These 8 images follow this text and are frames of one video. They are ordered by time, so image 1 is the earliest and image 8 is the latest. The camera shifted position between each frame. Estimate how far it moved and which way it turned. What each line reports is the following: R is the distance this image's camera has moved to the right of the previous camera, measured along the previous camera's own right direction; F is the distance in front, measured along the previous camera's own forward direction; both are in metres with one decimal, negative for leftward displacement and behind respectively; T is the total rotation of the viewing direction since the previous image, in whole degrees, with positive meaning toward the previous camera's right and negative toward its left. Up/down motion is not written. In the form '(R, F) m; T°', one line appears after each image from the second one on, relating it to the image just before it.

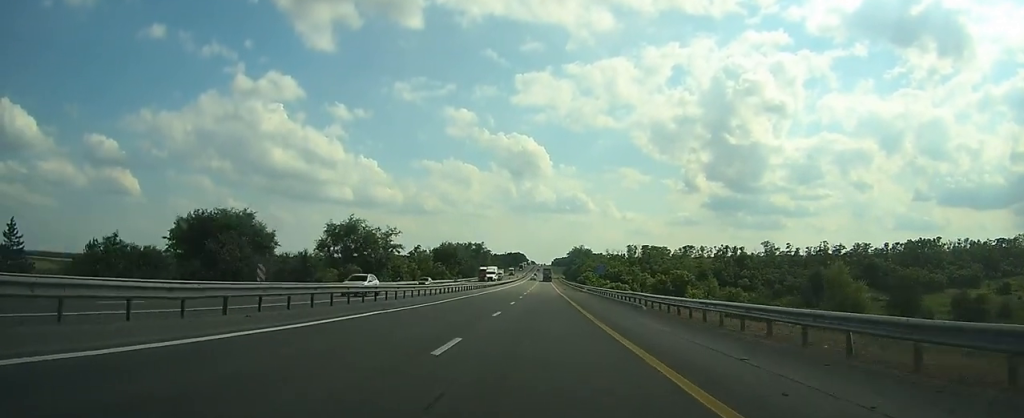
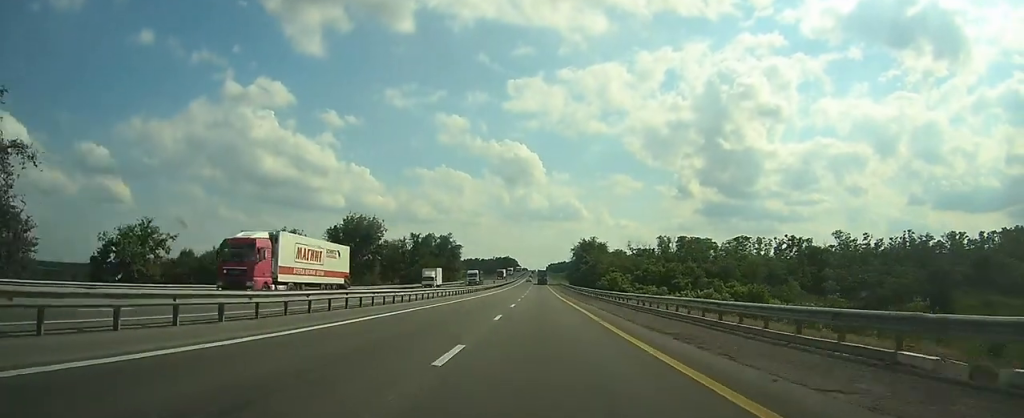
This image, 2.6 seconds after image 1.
(+0.2, +72.7) m; 0°
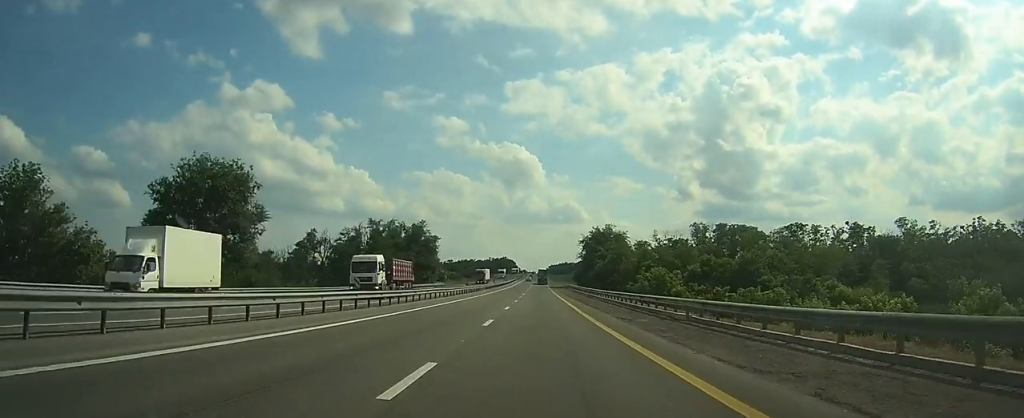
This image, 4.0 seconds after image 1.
(0.0, +38.3) m; 0°
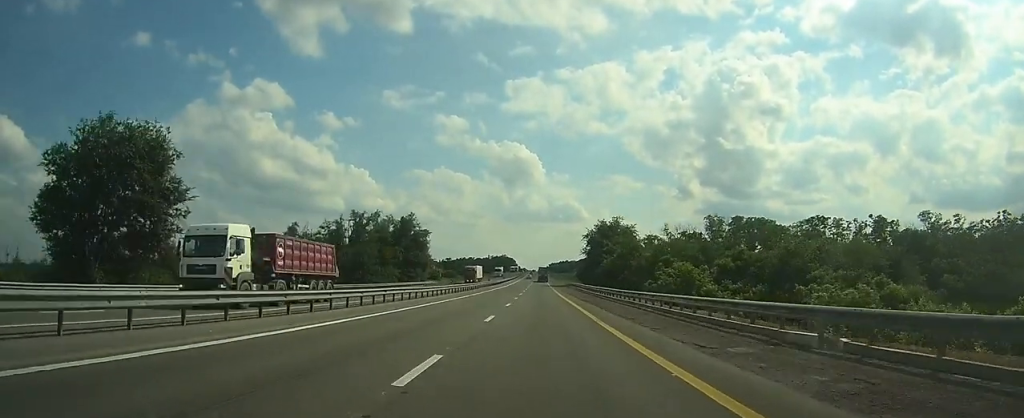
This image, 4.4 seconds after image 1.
(0.0, +11.2) m; 0°
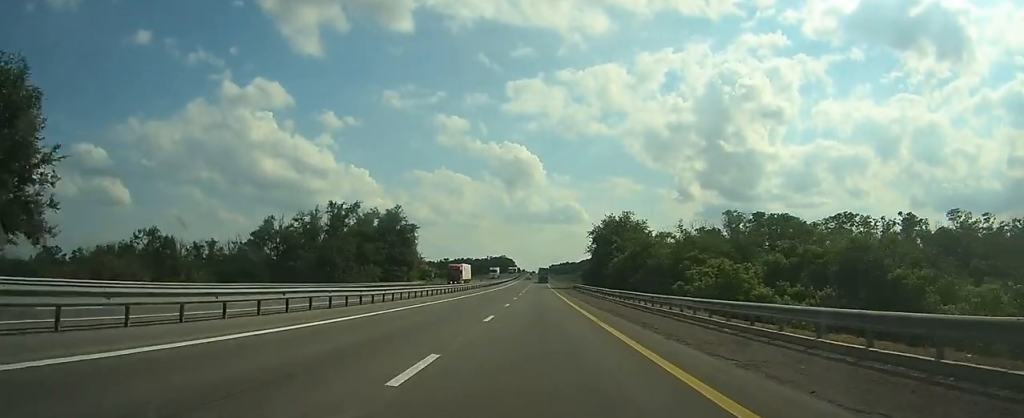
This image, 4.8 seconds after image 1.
(0.0, +12.1) m; 0°
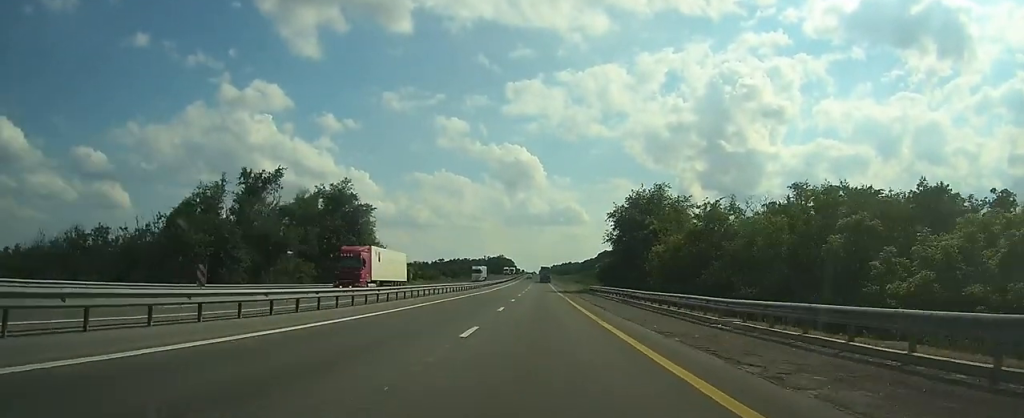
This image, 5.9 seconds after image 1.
(0.0, +29.7) m; 0°
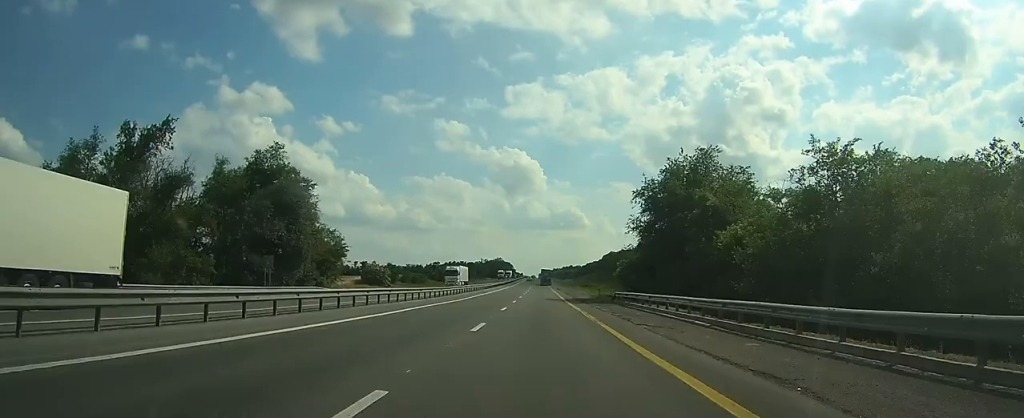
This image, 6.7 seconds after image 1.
(+0.1, +22.1) m; 0°
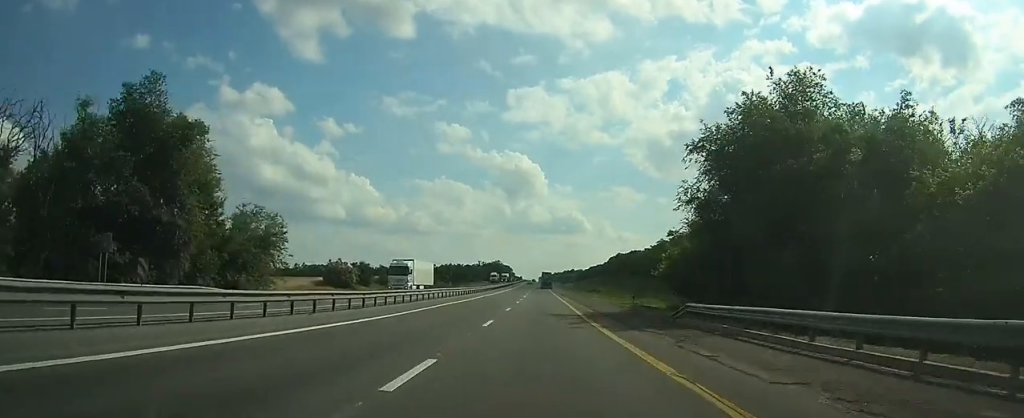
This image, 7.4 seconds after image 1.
(0.0, +21.0) m; 0°
